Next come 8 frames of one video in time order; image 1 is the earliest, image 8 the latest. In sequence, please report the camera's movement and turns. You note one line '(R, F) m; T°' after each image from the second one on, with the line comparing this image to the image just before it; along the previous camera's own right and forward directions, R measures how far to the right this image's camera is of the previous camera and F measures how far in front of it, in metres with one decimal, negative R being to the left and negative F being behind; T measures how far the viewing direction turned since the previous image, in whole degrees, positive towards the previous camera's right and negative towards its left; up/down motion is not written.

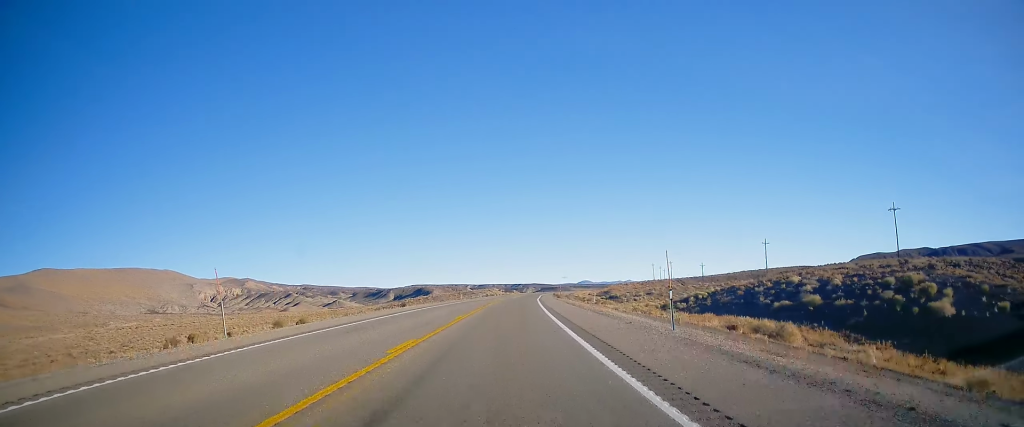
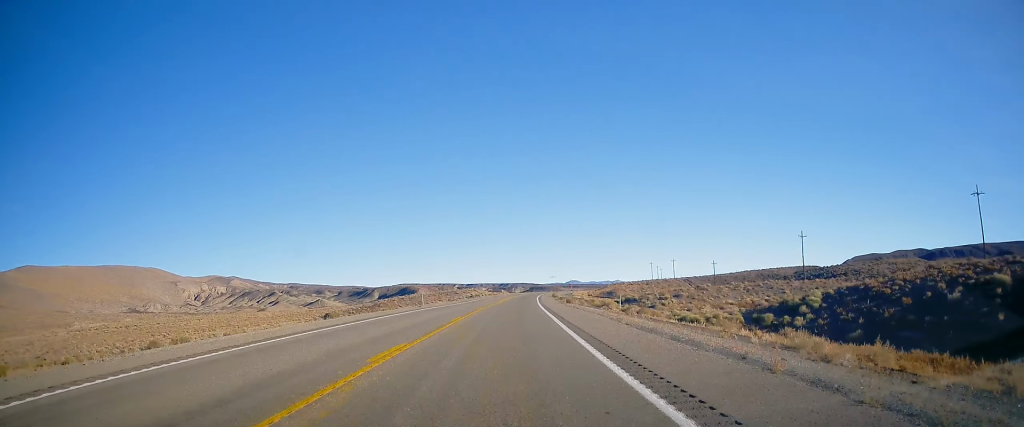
(+0.2, +26.2) m; +1°
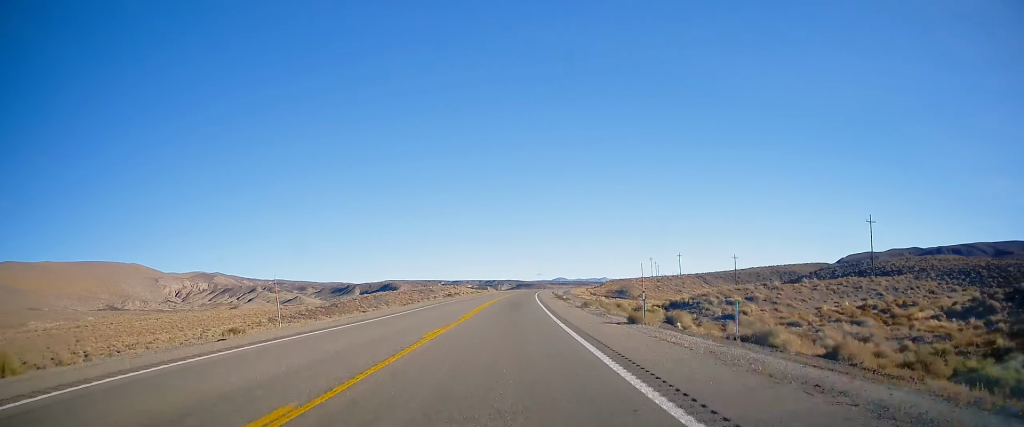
(+0.2, +31.4) m; +1°
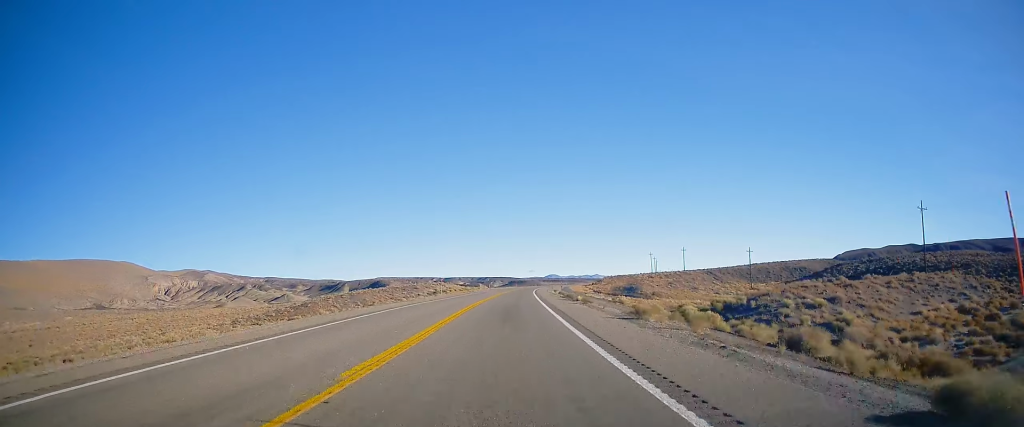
(+0.2, +16.4) m; +1°
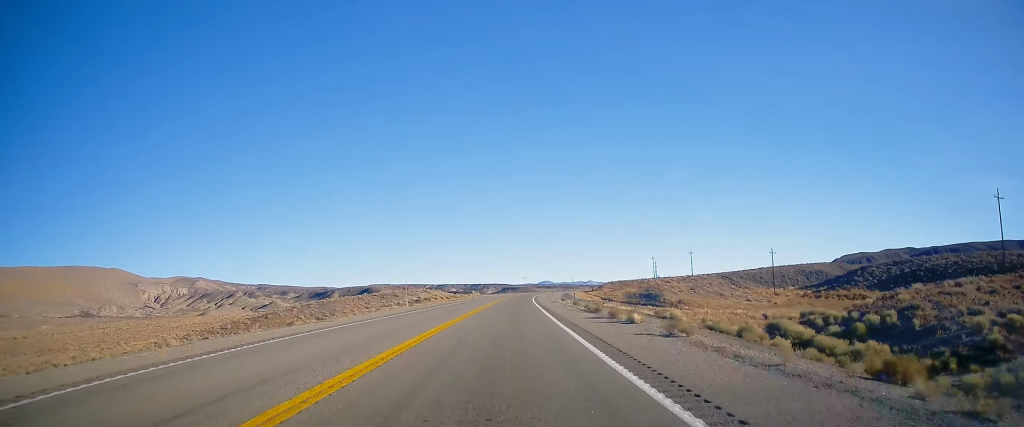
(+0.1, +18.7) m; +1°
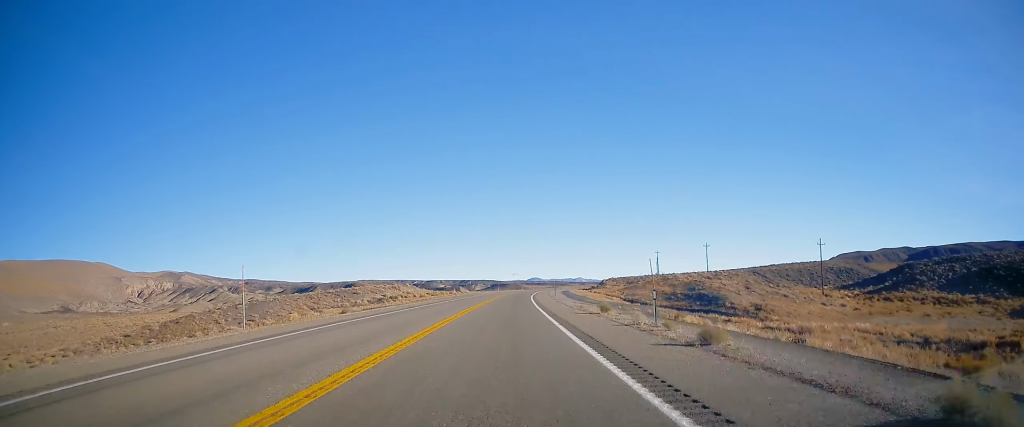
(+0.4, +28.2) m; +1°
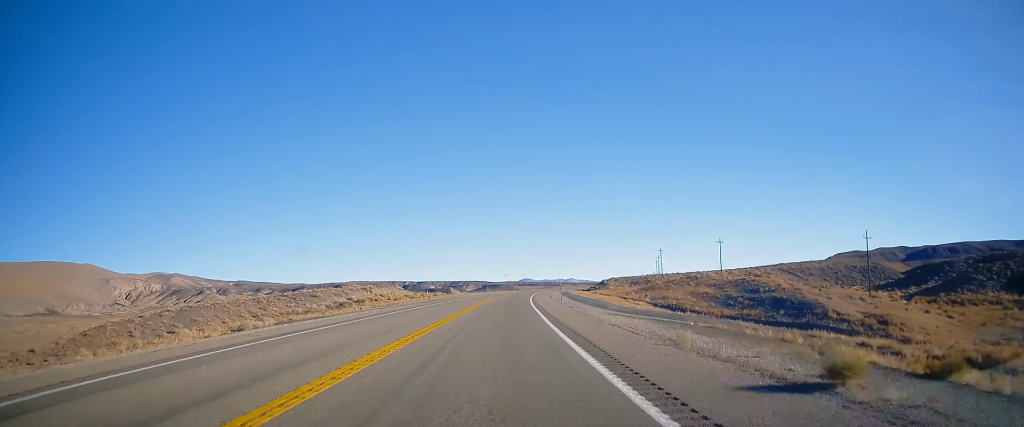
(0.0, +19.4) m; 0°
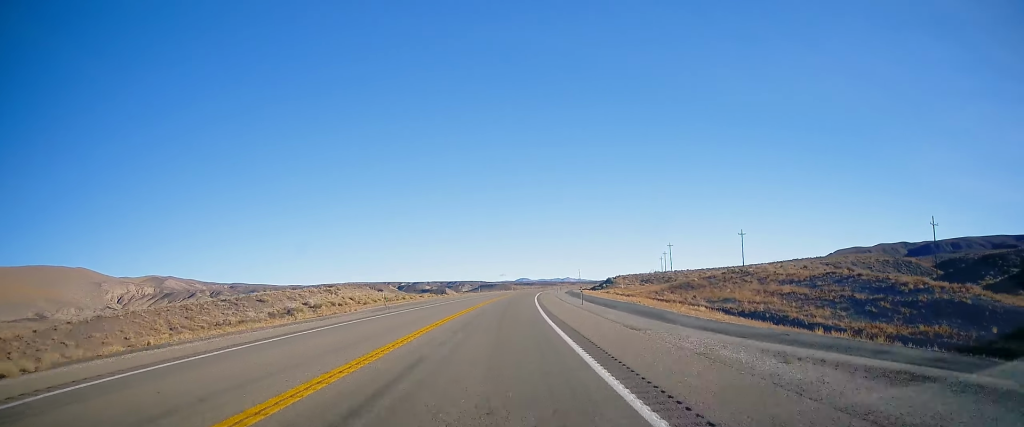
(0.0, +19.4) m; +1°
